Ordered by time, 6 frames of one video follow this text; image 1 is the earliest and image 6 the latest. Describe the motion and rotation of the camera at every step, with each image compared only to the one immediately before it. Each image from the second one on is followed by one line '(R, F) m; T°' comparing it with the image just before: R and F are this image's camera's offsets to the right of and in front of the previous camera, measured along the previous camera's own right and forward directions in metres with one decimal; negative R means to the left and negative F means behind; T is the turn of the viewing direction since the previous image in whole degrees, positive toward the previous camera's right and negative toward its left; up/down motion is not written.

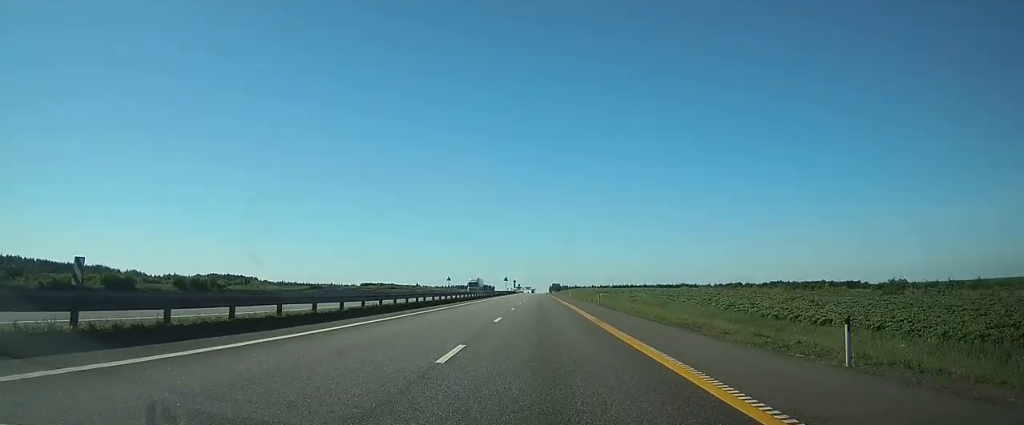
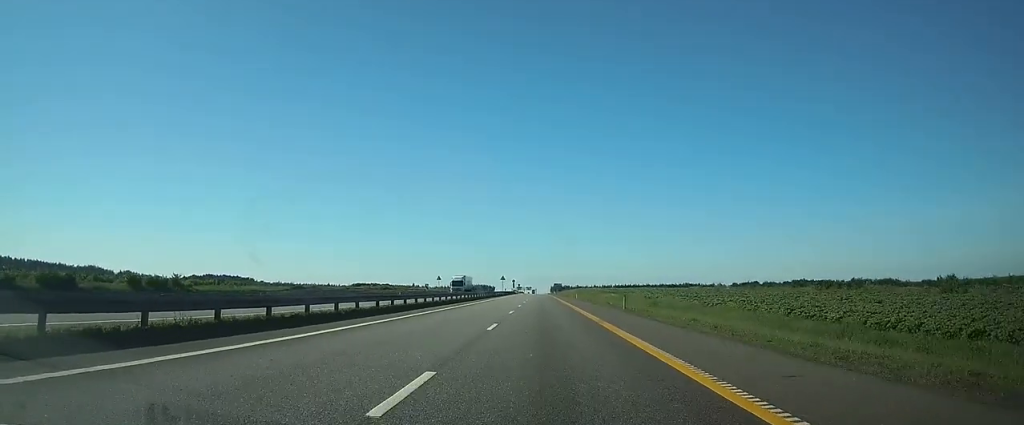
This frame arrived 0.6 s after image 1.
(0.0, +15.9) m; 0°
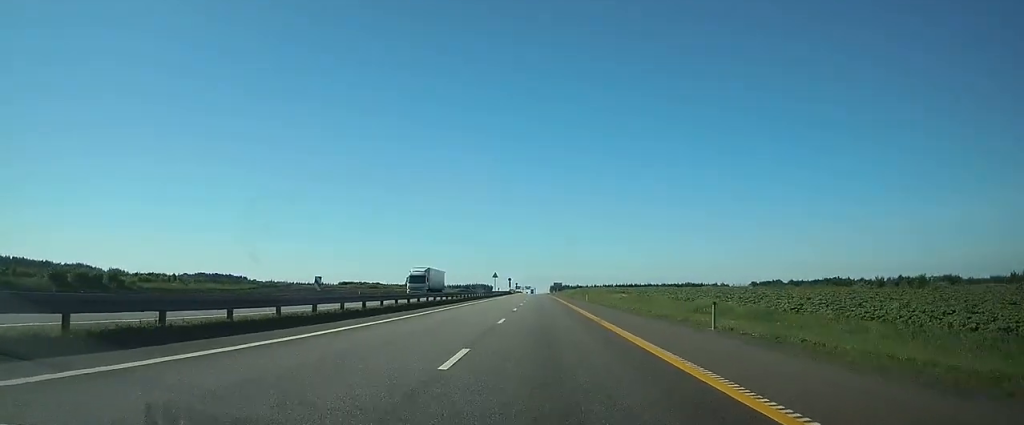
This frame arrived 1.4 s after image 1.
(0.0, +20.4) m; 0°
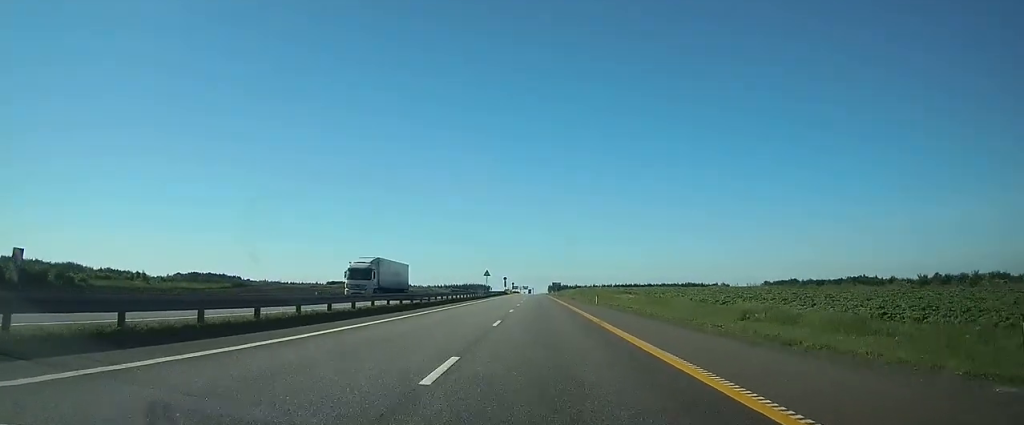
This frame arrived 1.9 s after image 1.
(0.0, +13.3) m; 0°
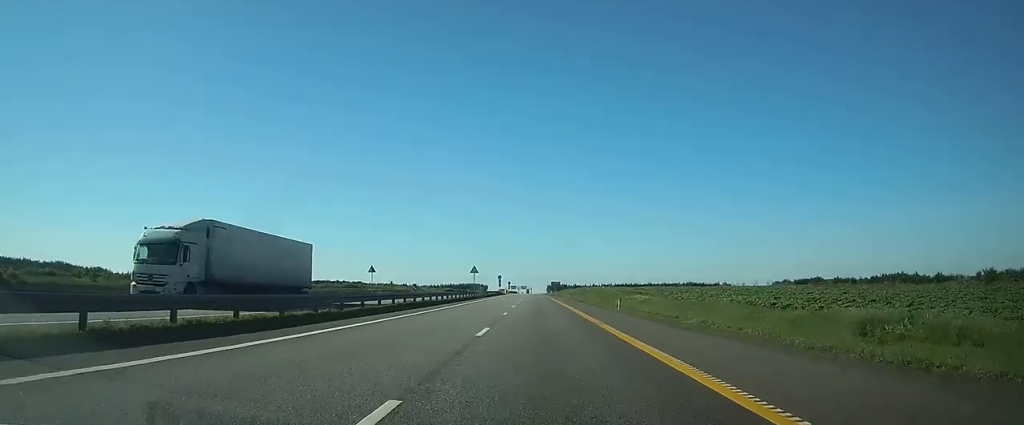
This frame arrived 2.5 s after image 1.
(0.0, +16.0) m; 0°
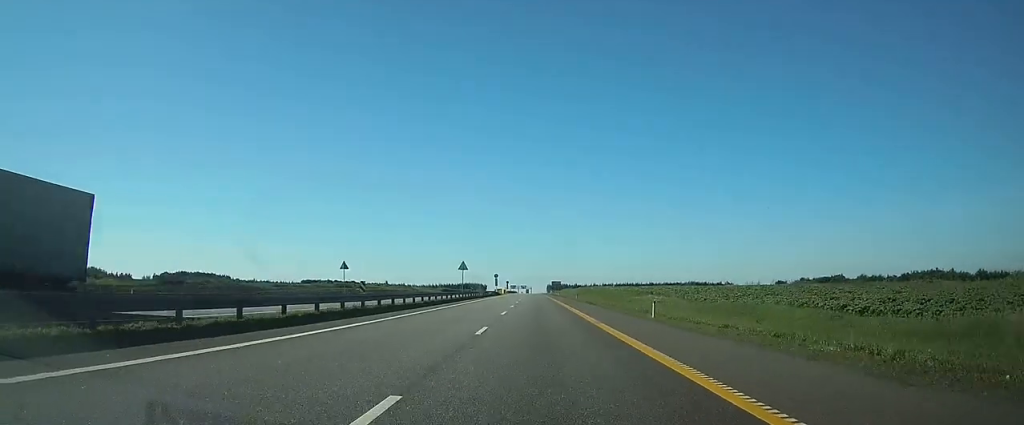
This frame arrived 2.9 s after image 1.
(0.0, +11.6) m; 0°
